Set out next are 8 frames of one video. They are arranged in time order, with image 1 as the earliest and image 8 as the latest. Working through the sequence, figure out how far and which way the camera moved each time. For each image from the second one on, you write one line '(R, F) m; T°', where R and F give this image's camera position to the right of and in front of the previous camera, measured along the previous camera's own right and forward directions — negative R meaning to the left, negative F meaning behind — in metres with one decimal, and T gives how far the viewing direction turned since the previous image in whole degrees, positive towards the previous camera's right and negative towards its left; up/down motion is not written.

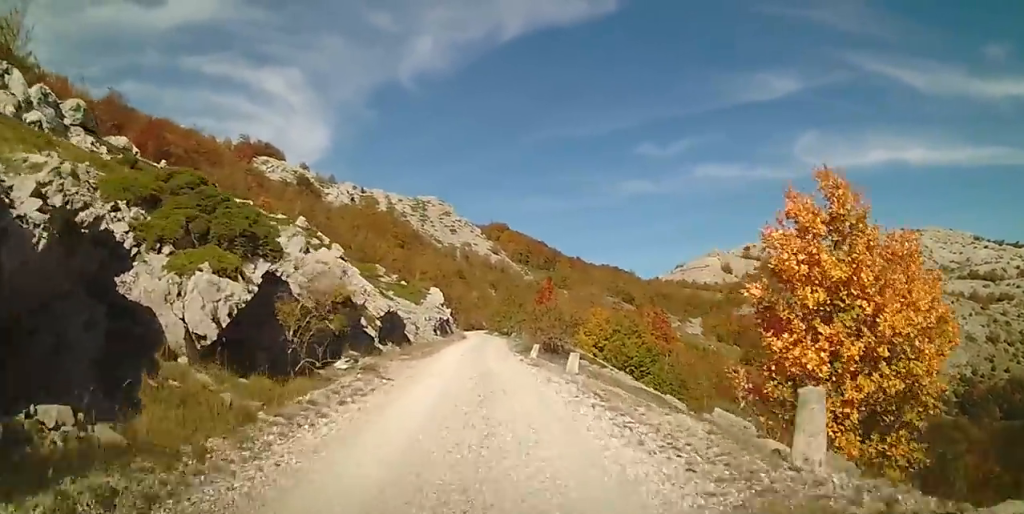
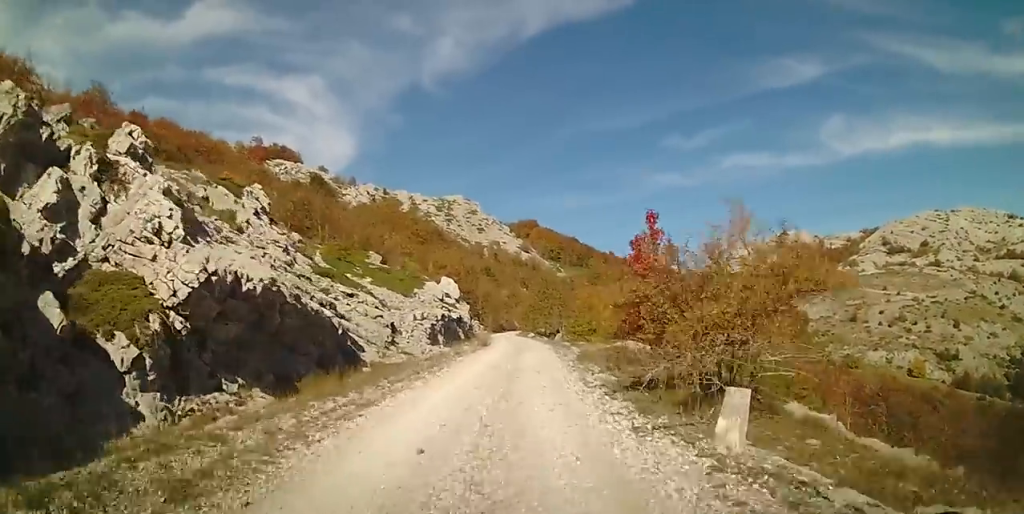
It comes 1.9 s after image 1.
(-0.6, +18.7) m; -2°
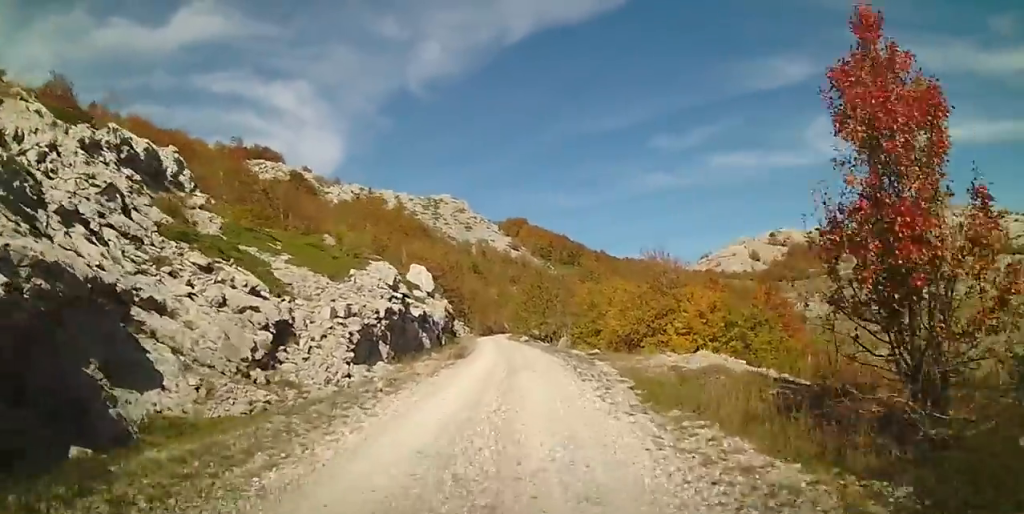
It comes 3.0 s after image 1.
(0.0, +11.0) m; -1°
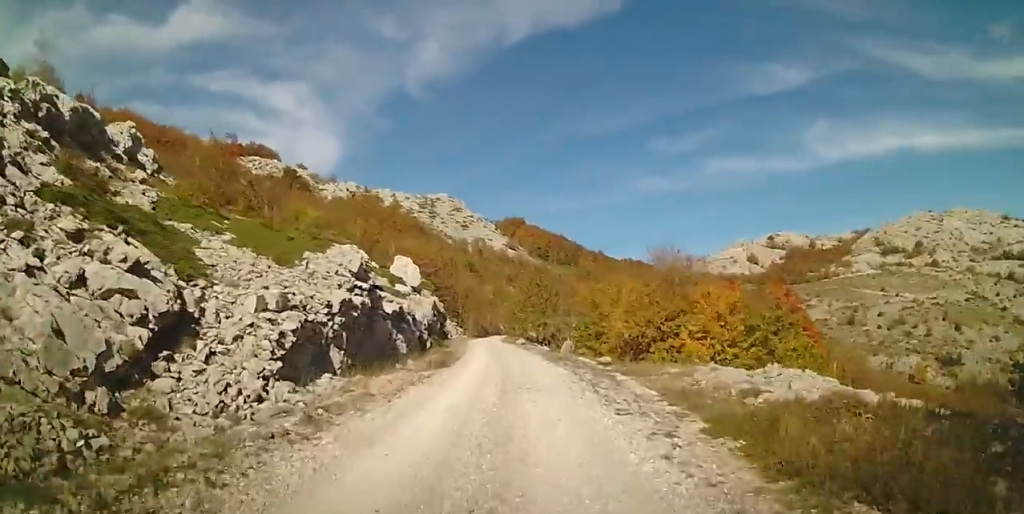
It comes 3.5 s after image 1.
(0.0, +4.4) m; -1°
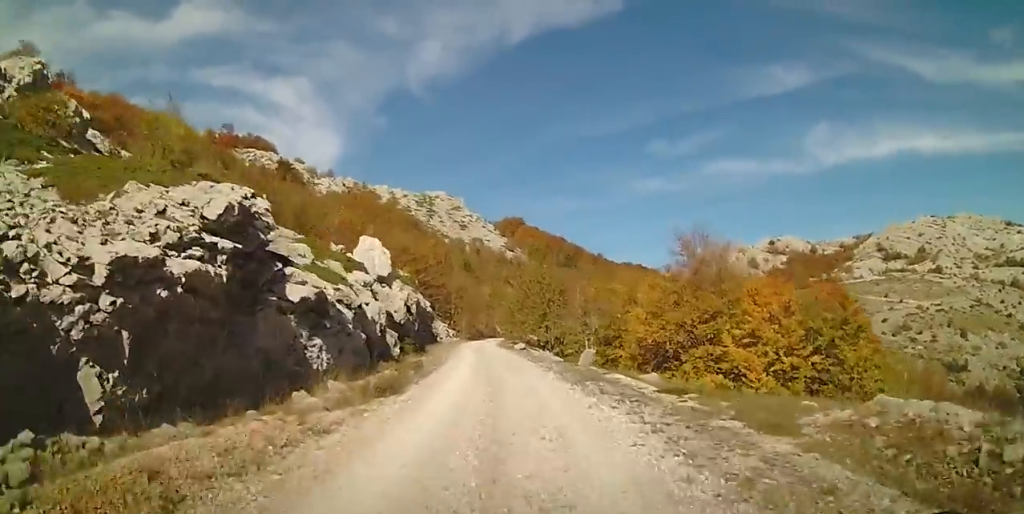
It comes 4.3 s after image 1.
(0.0, +8.1) m; 0°
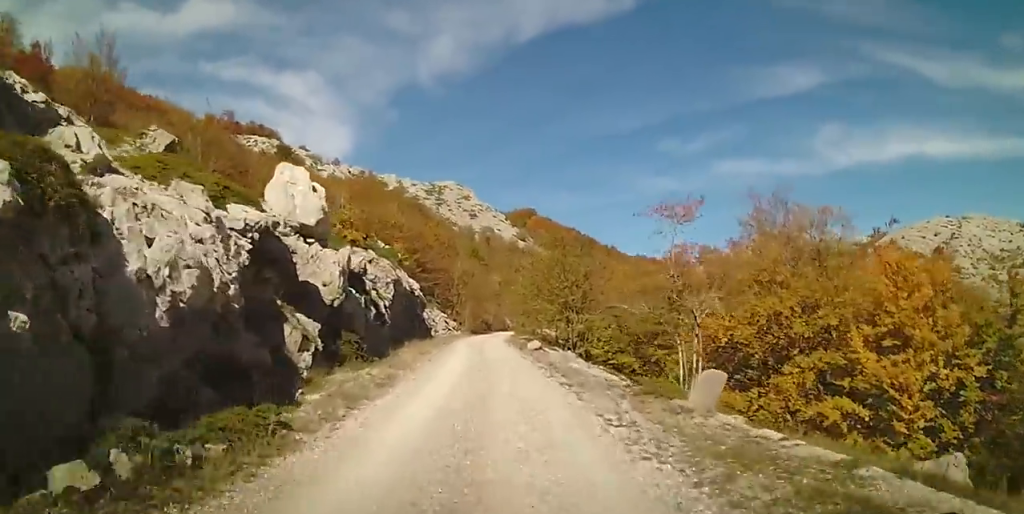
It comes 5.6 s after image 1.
(0.0, +11.3) m; 0°
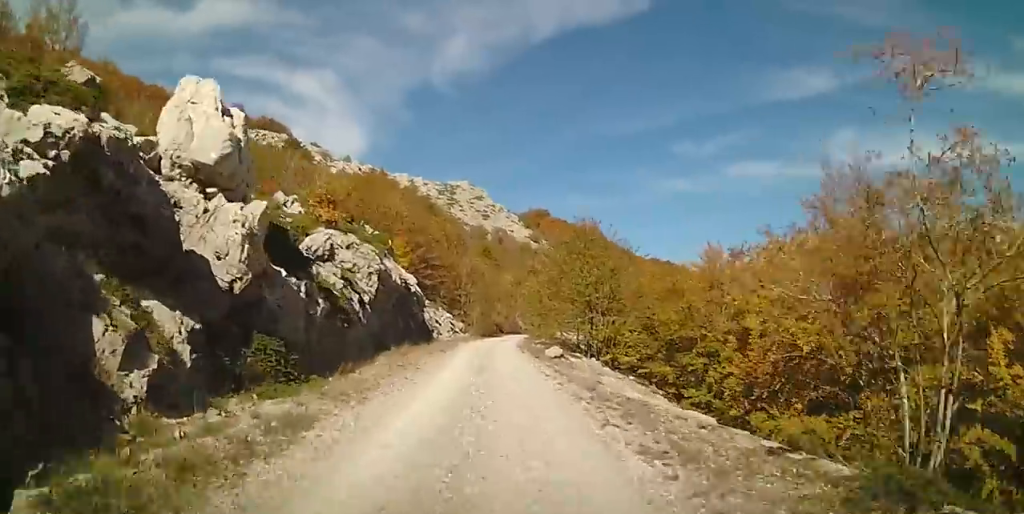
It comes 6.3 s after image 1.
(0.0, +6.3) m; 0°
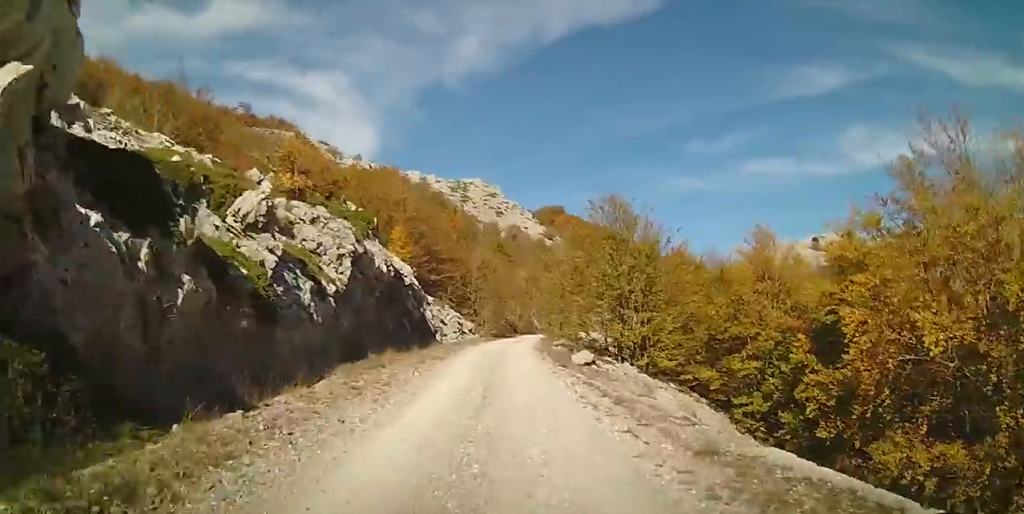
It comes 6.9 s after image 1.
(0.0, +5.9) m; -1°
